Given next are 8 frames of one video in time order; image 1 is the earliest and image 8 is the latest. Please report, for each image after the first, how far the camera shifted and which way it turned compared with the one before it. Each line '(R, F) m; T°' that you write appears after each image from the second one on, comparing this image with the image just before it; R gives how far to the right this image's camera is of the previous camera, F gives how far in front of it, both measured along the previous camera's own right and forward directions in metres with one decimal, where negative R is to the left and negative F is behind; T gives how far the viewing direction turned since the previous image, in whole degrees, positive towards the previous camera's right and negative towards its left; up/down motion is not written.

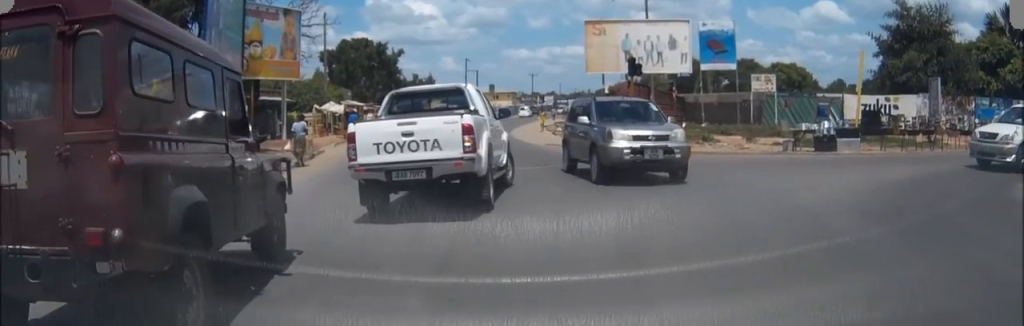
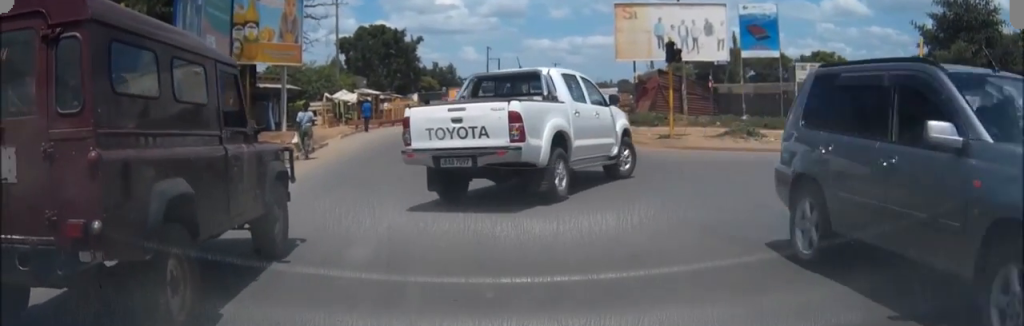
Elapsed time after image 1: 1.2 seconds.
(-0.1, +3.1) m; -4°
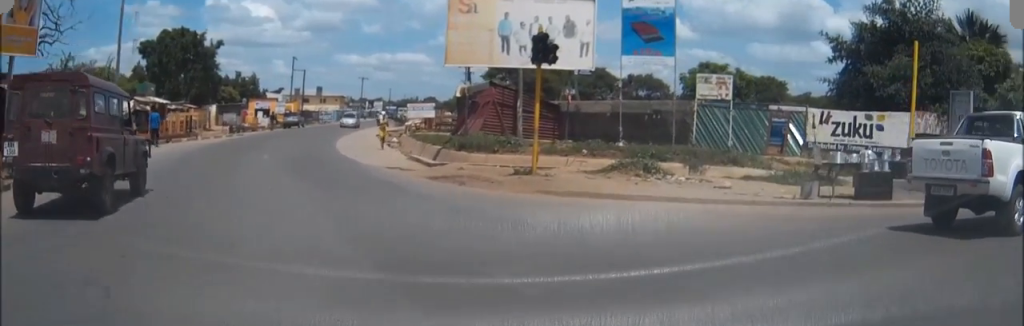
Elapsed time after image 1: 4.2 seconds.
(+1.6, +8.6) m; +33°
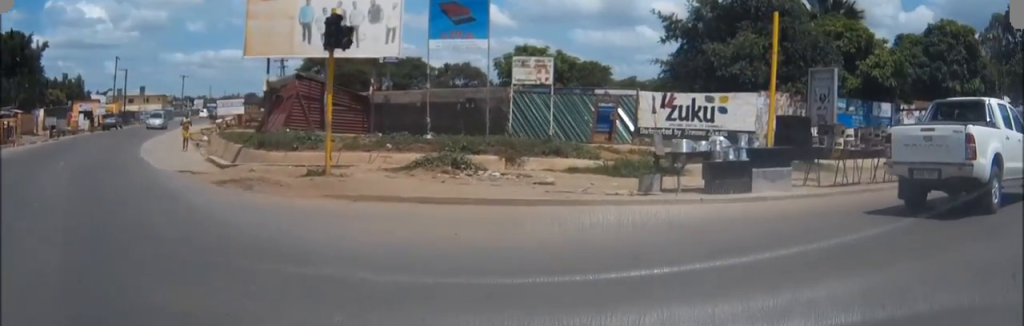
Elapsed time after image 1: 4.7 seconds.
(+0.1, +2.2) m; +10°
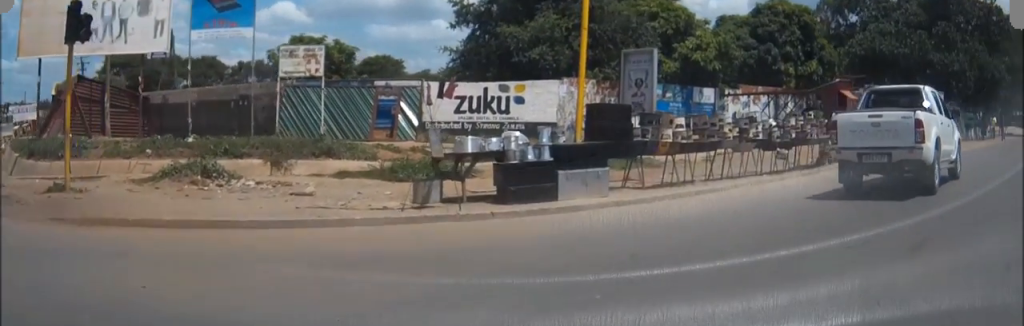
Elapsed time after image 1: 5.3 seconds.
(-0.3, +2.7) m; +12°
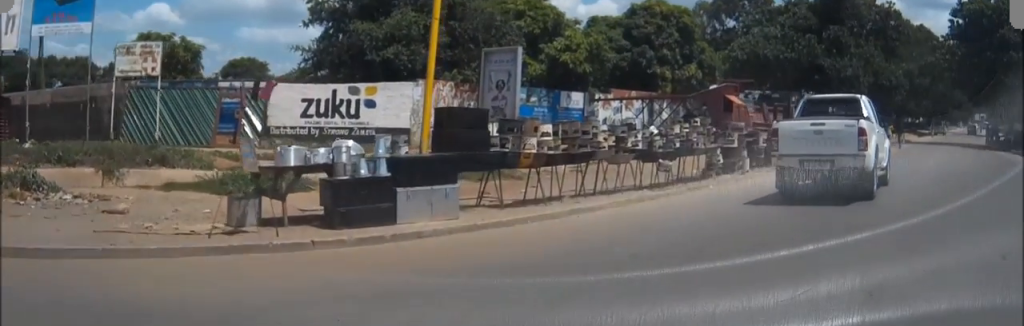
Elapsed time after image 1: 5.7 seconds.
(+0.4, +2.0) m; +10°
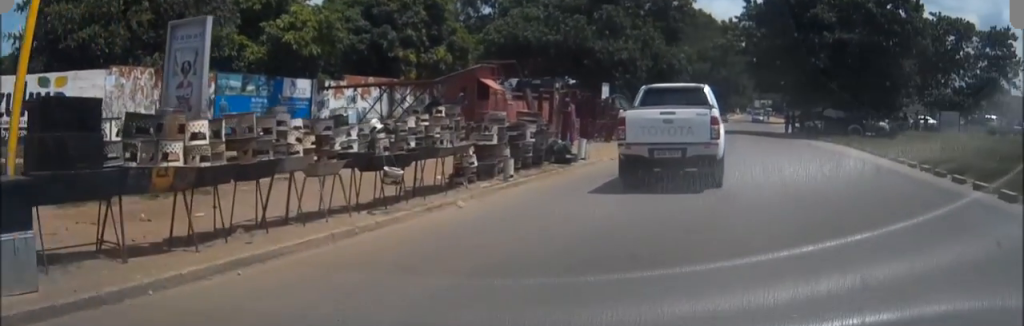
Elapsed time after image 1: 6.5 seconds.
(+0.9, +4.5) m; +20°
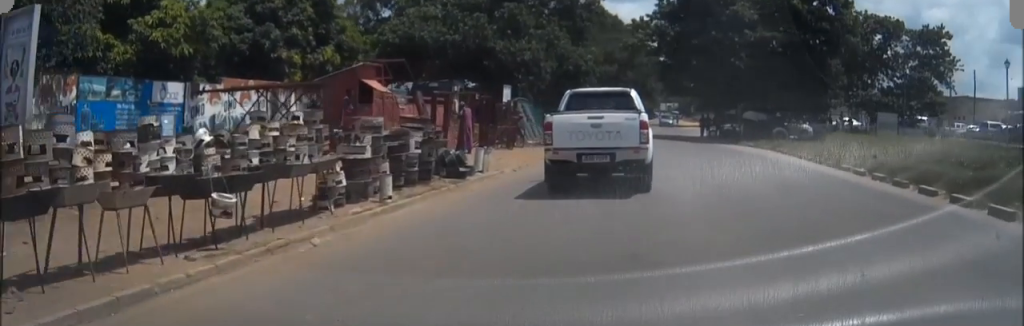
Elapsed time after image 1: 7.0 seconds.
(+0.2, +2.8) m; +10°
